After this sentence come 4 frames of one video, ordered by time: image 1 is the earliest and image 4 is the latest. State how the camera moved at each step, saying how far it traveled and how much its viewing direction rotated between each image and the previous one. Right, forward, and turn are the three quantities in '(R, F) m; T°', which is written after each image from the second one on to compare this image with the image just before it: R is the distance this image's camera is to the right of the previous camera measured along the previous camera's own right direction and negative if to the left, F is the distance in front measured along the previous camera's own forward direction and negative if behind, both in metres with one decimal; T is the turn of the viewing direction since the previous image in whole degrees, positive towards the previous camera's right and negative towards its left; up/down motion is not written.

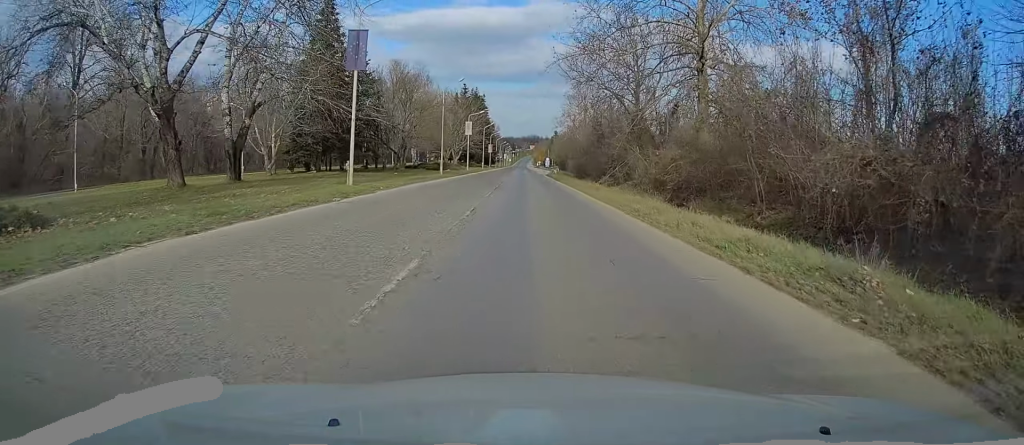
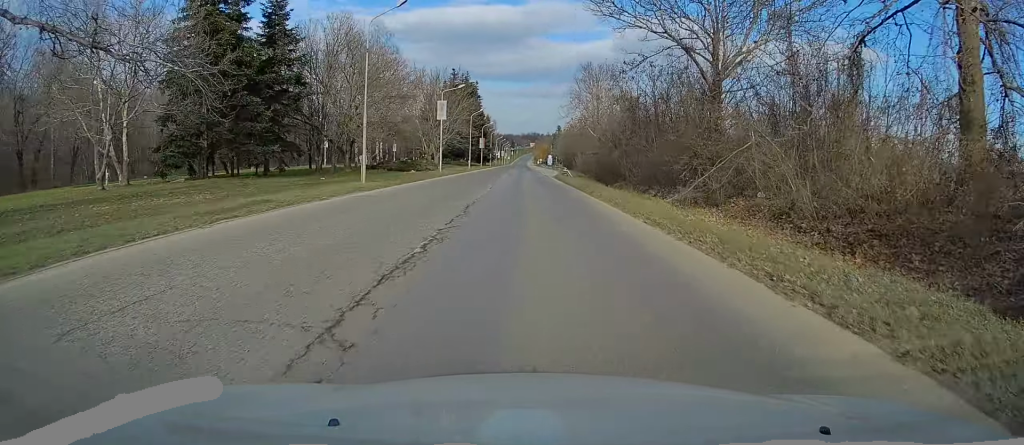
(0.0, +23.8) m; 0°
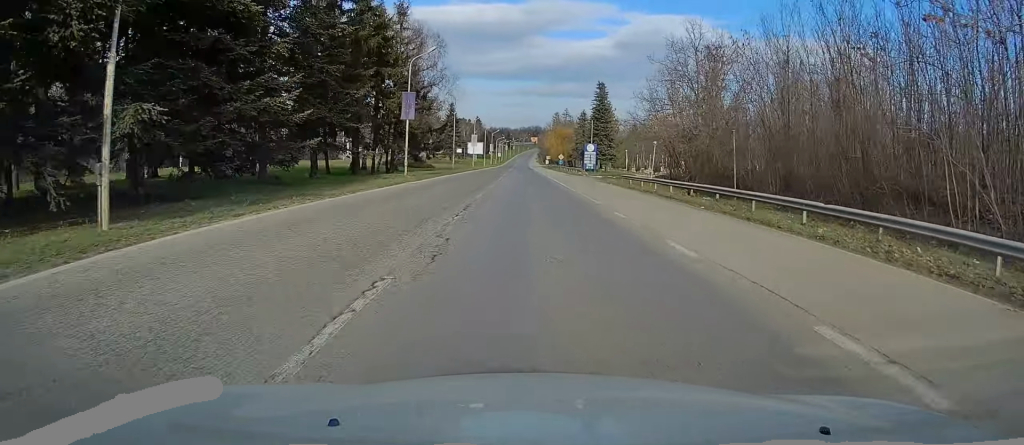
(-0.2, +120.5) m; 0°
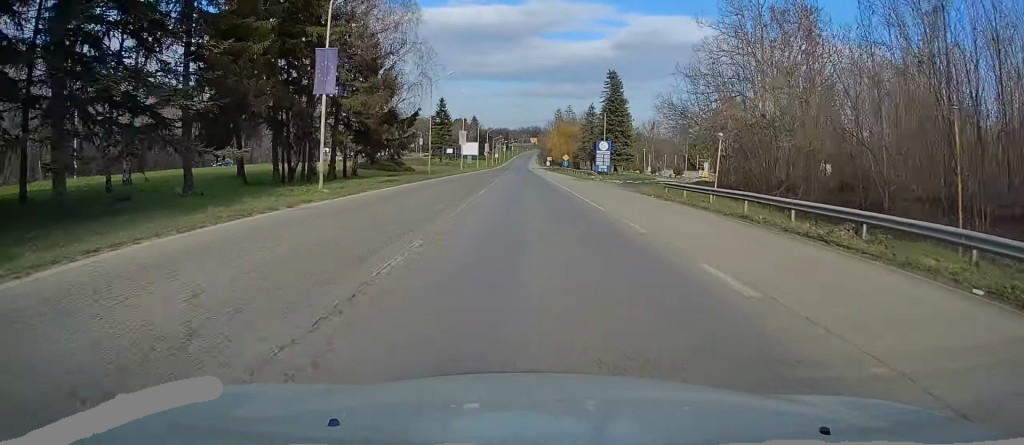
(0.0, +14.7) m; 0°
